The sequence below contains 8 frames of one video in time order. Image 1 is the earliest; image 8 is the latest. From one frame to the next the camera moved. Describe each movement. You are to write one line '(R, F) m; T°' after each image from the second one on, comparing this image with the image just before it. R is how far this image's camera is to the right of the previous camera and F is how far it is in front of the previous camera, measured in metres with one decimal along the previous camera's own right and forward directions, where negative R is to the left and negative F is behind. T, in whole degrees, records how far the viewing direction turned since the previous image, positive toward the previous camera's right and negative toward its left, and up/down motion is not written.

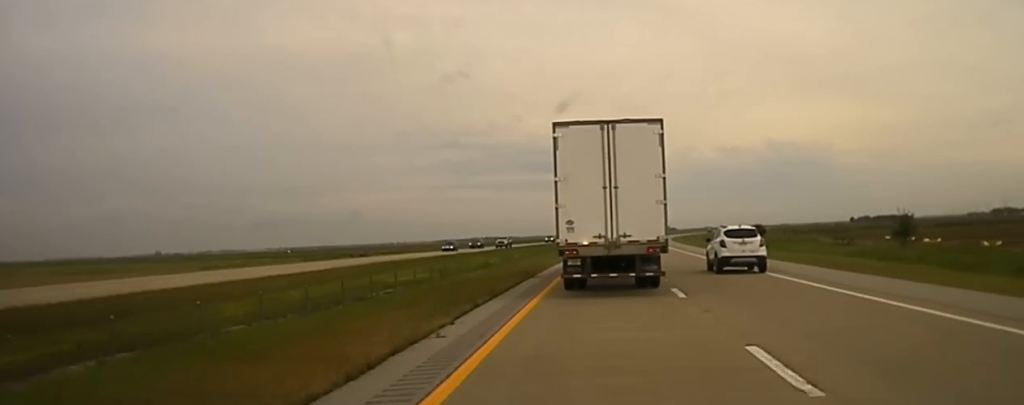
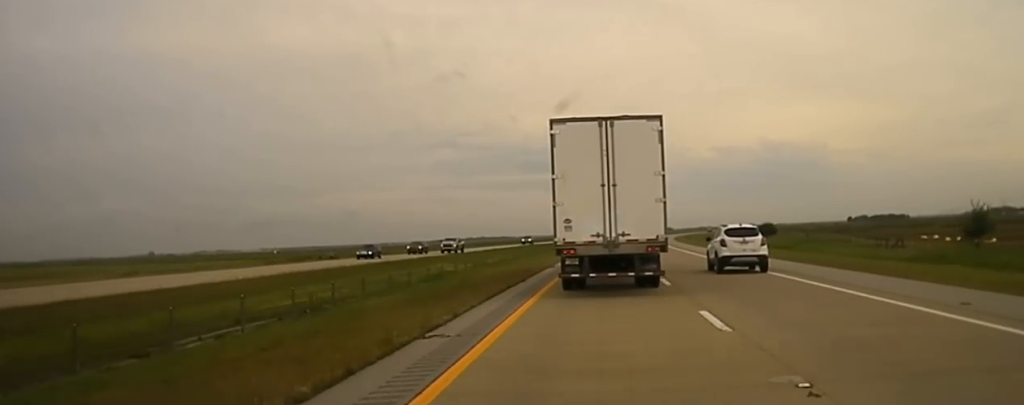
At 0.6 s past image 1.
(0.0, +15.0) m; 0°
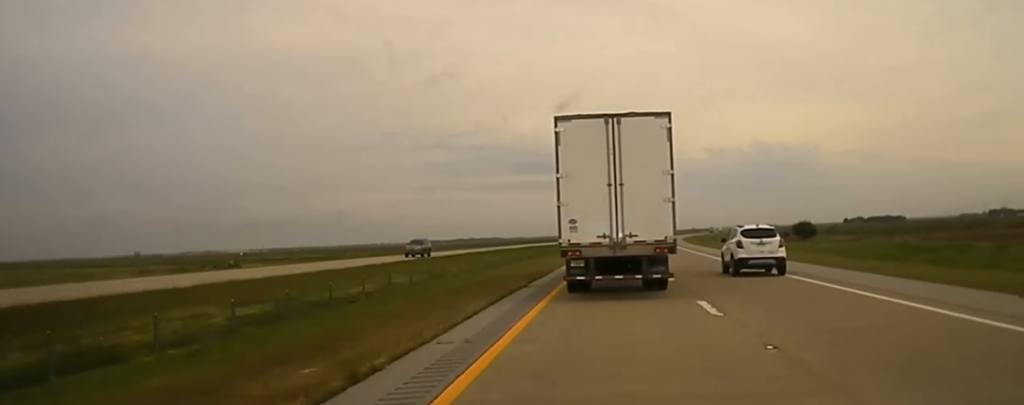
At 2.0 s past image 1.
(+0.4, +41.1) m; +1°
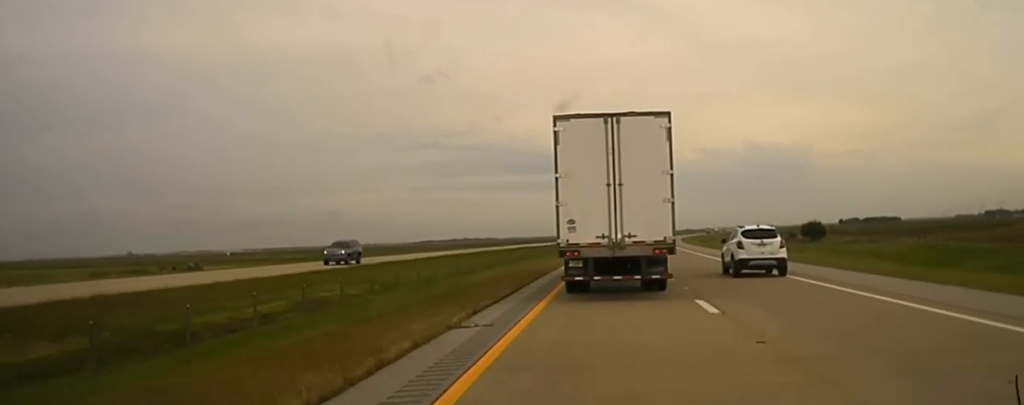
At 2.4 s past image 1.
(0.0, +13.9) m; 0°
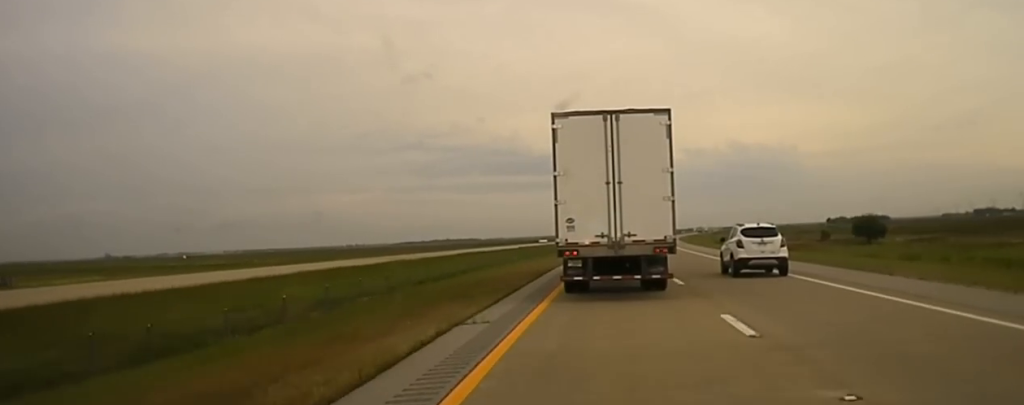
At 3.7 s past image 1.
(+0.2, +48.8) m; +1°
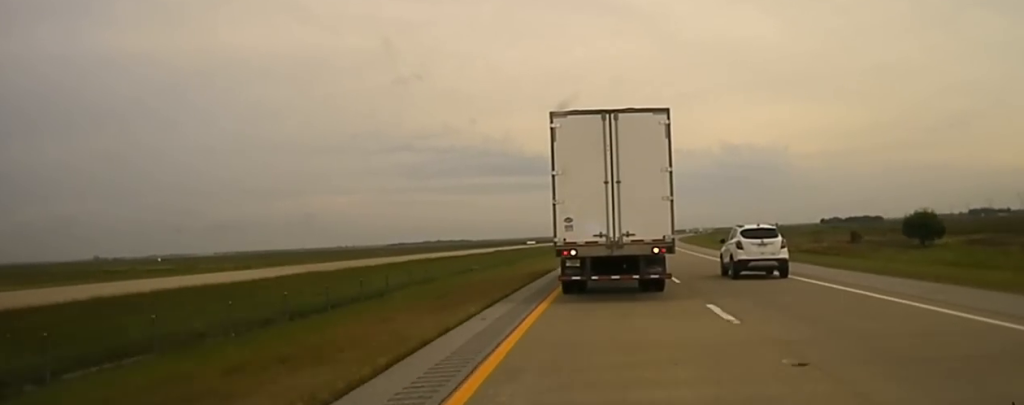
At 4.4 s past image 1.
(+0.3, +25.8) m; +1°
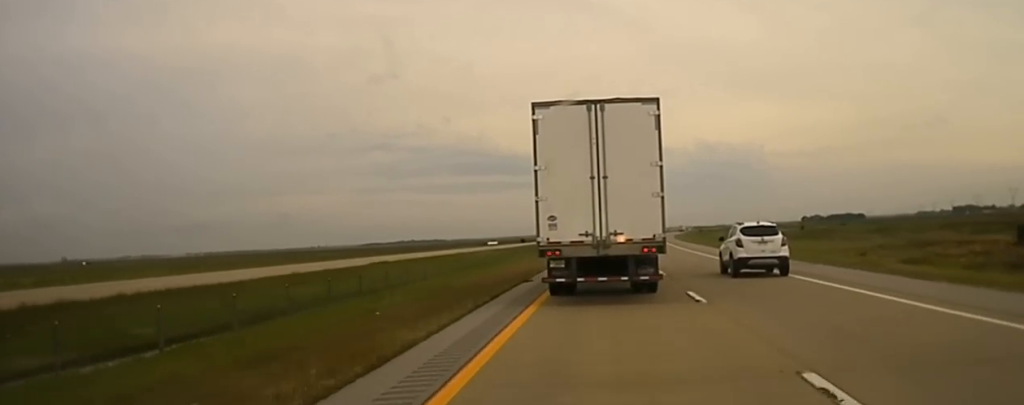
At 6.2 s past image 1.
(+1.2, +60.3) m; +1°
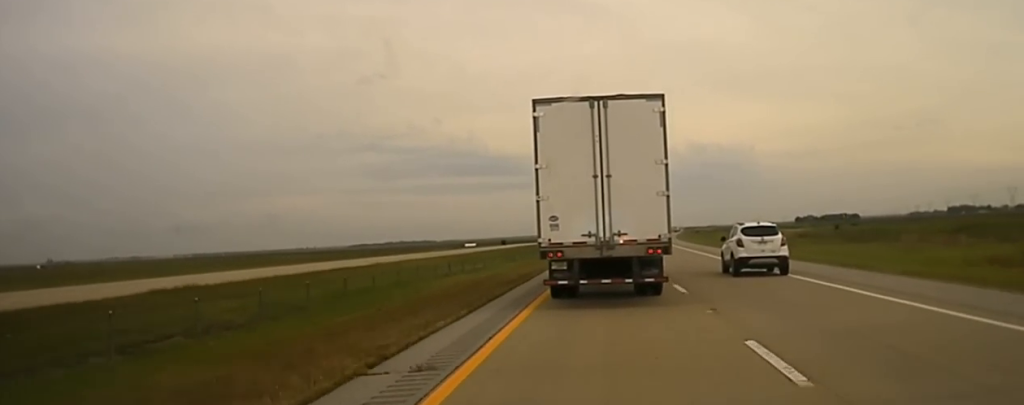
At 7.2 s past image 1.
(-0.1, +28.5) m; 0°
